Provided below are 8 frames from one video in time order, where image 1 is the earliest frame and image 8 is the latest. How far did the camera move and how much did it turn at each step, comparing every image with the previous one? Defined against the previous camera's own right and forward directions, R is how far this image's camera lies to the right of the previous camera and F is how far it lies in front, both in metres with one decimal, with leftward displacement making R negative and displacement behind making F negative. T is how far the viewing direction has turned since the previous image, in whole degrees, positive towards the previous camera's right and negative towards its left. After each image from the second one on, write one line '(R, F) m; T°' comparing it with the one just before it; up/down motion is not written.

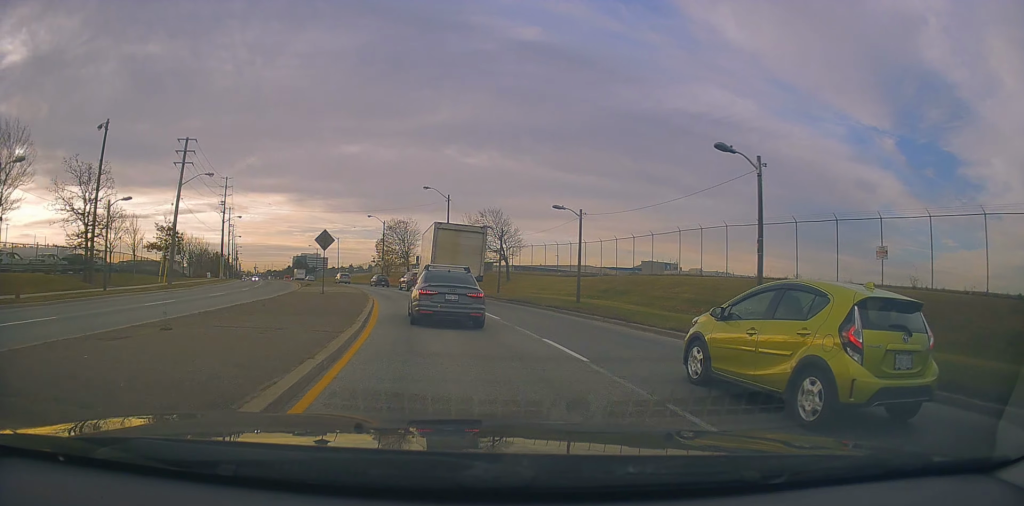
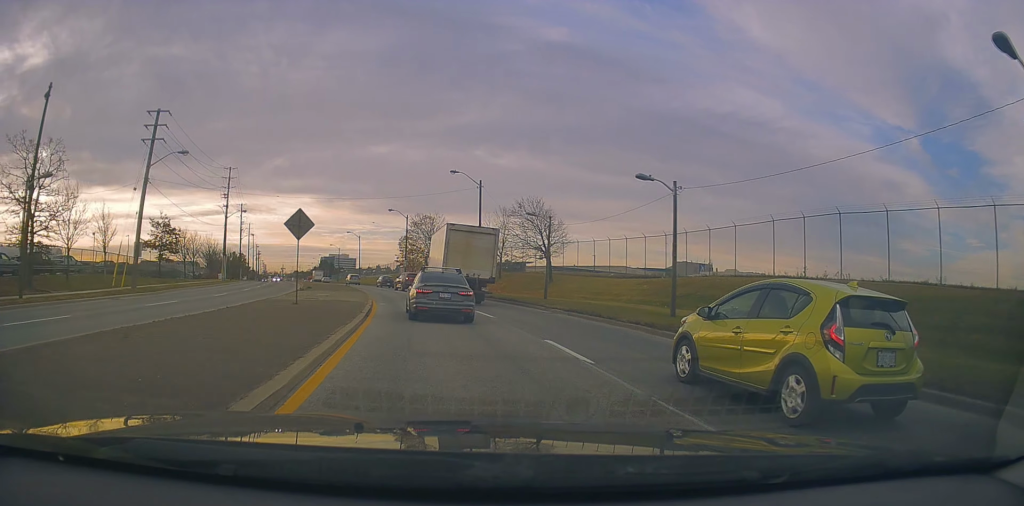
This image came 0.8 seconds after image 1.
(-0.2, +8.2) m; -3°
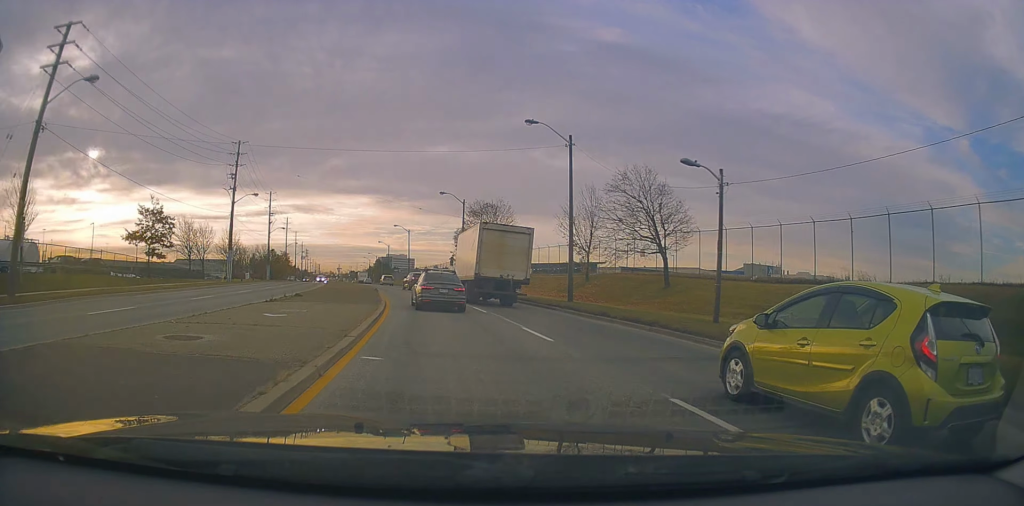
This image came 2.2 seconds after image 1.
(-0.4, +14.5) m; -4°
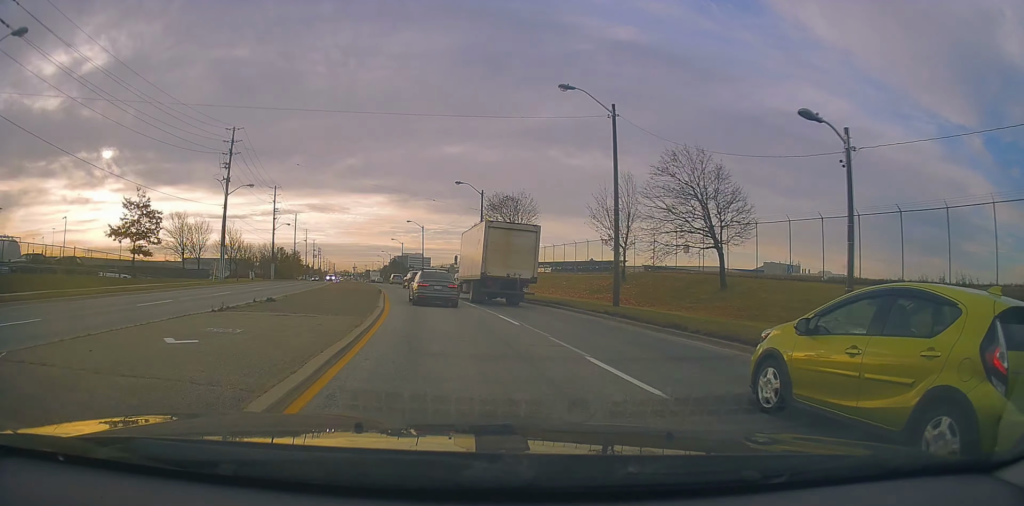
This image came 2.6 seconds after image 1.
(0.0, +5.4) m; -2°
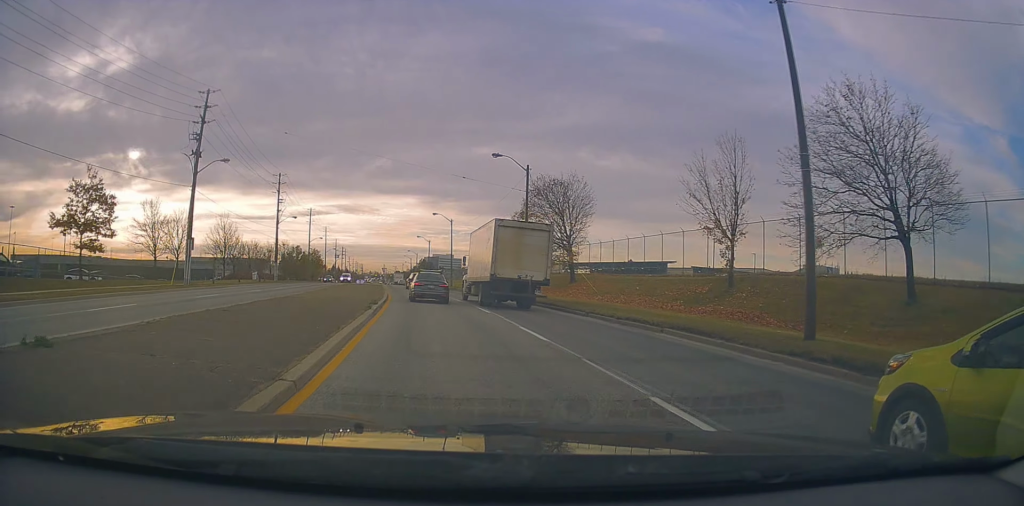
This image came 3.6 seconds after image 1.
(-0.6, +11.6) m; -6°
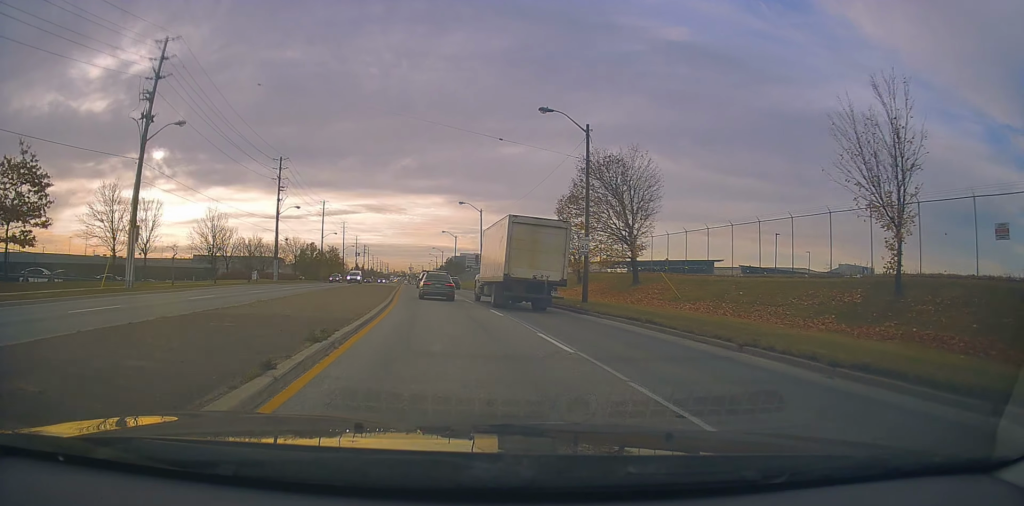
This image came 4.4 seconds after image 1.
(-0.6, +10.4) m; -2°
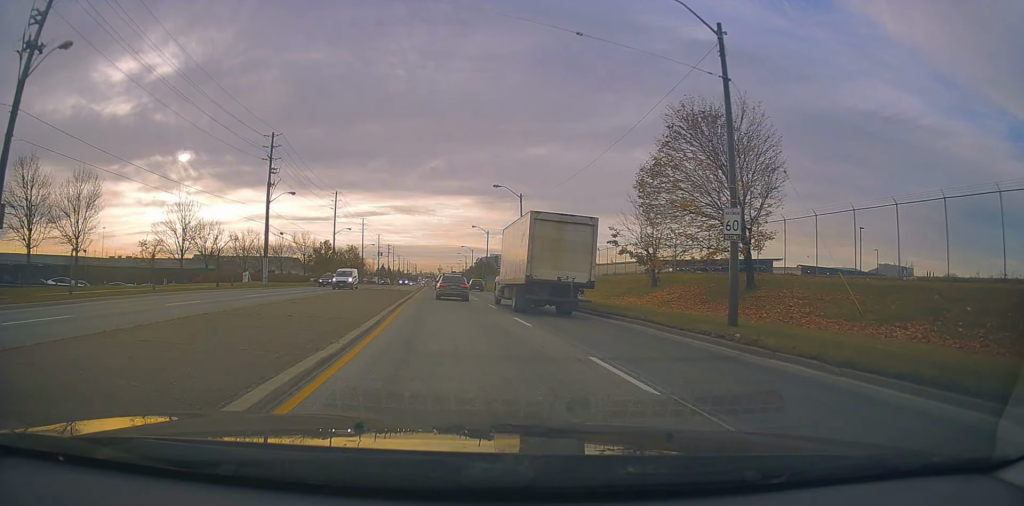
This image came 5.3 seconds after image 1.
(0.0, +12.1) m; -2°
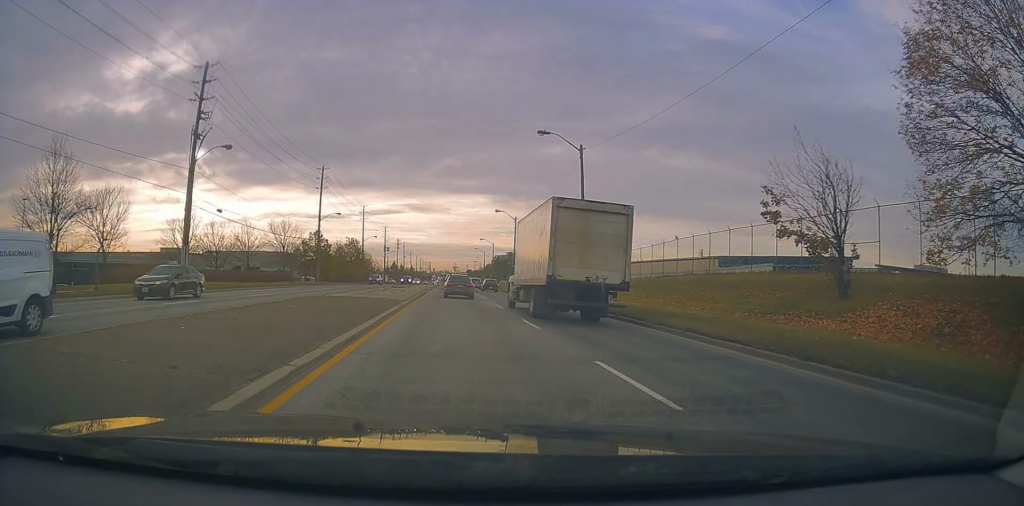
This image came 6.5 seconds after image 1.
(-0.6, +18.6) m; -3°
